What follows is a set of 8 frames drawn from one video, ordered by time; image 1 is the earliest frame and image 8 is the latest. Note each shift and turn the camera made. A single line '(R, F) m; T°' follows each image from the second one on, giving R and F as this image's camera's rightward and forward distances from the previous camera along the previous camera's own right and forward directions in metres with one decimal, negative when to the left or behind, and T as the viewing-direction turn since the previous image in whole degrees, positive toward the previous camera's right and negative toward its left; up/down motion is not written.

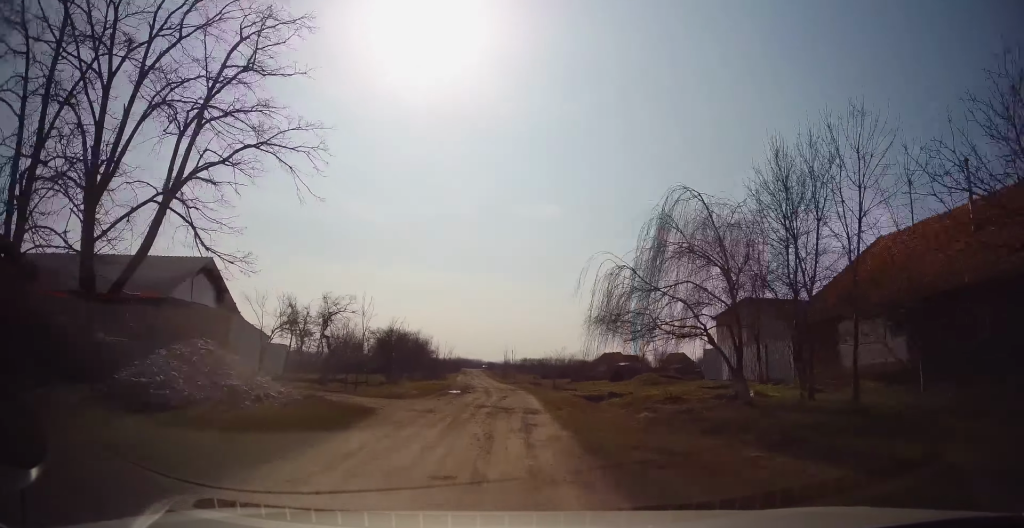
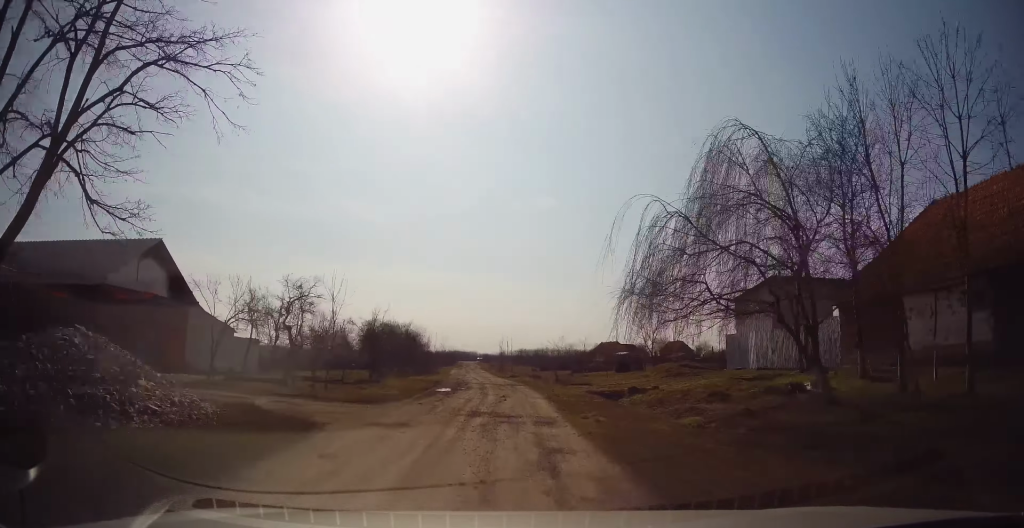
(0.0, +4.0) m; +2°
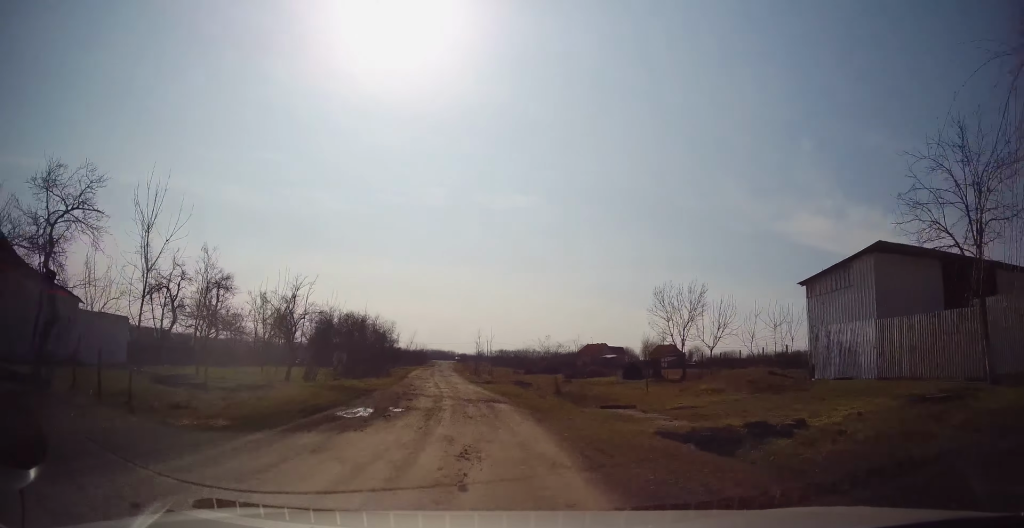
(+0.6, +11.7) m; +2°
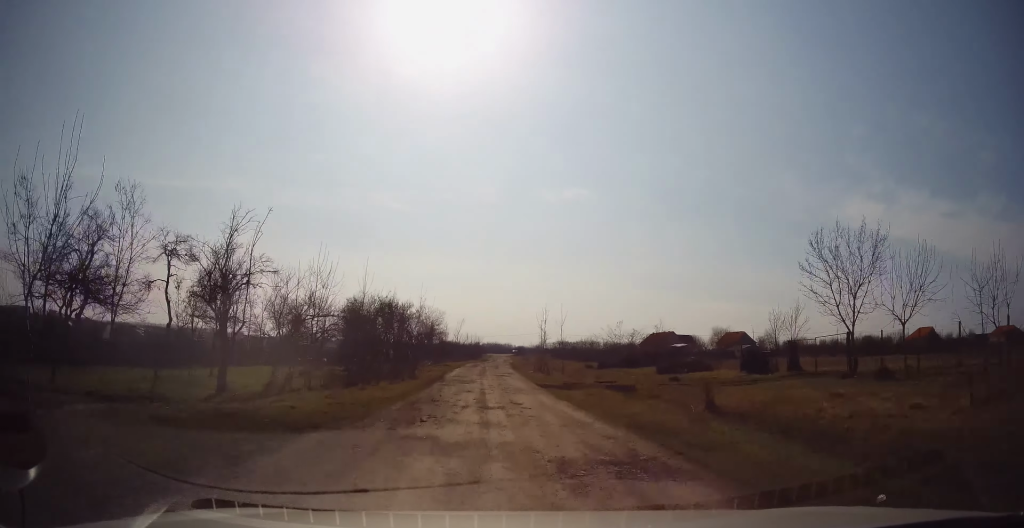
(-0.5, +11.8) m; -5°
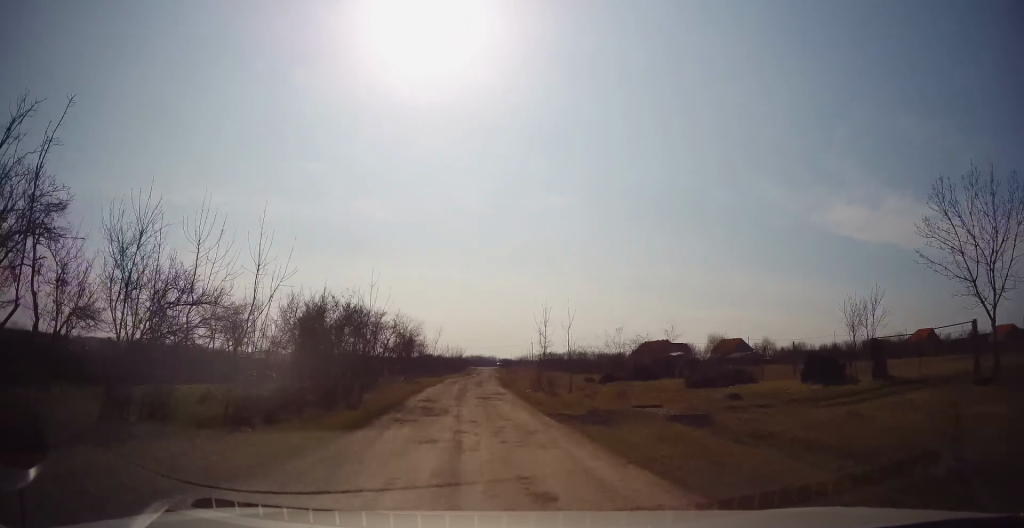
(0.0, +8.1) m; 0°
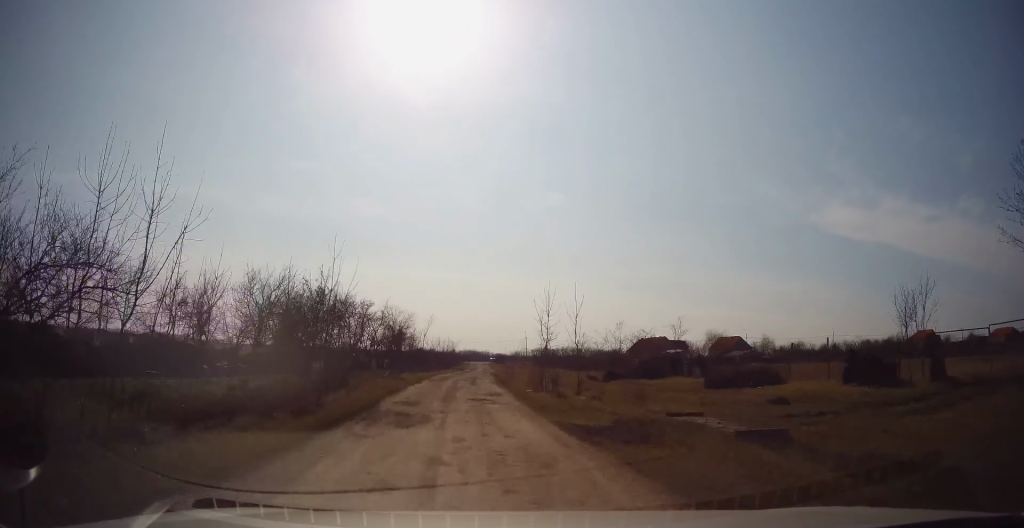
(0.0, +3.8) m; 0°
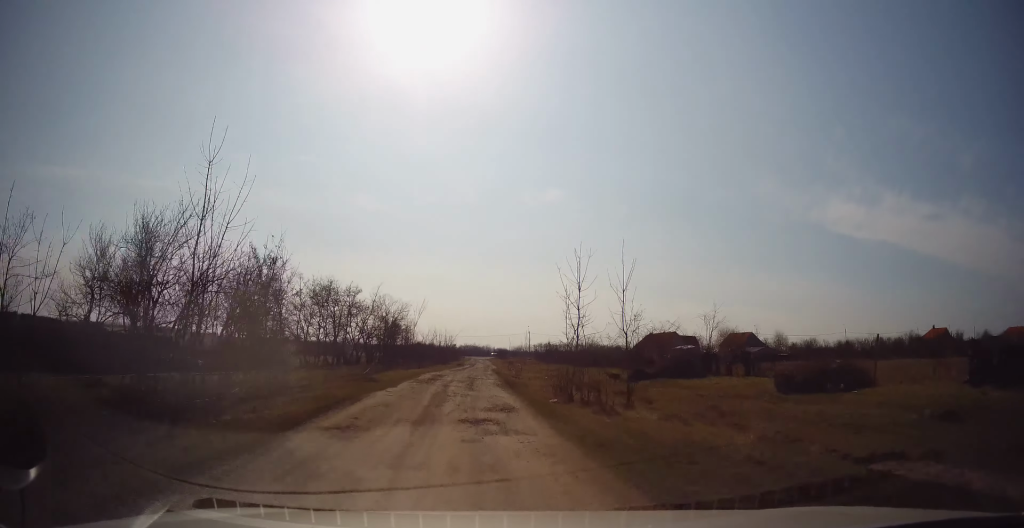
(0.0, +6.9) m; 0°
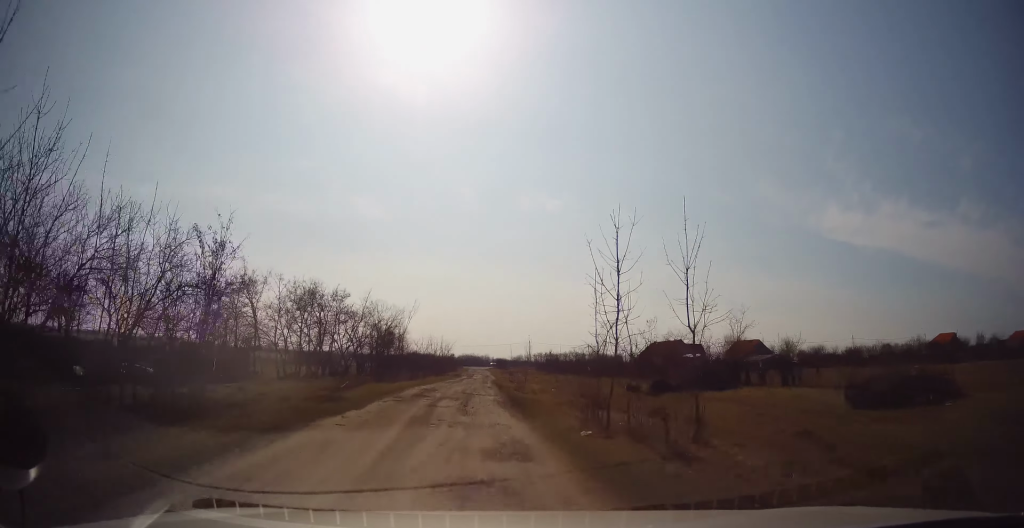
(0.0, +4.5) m; 0°
